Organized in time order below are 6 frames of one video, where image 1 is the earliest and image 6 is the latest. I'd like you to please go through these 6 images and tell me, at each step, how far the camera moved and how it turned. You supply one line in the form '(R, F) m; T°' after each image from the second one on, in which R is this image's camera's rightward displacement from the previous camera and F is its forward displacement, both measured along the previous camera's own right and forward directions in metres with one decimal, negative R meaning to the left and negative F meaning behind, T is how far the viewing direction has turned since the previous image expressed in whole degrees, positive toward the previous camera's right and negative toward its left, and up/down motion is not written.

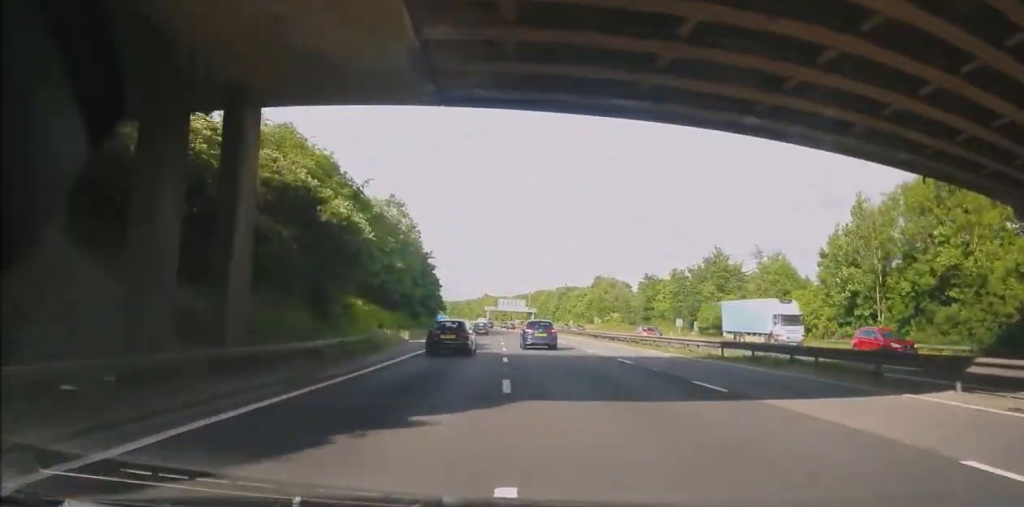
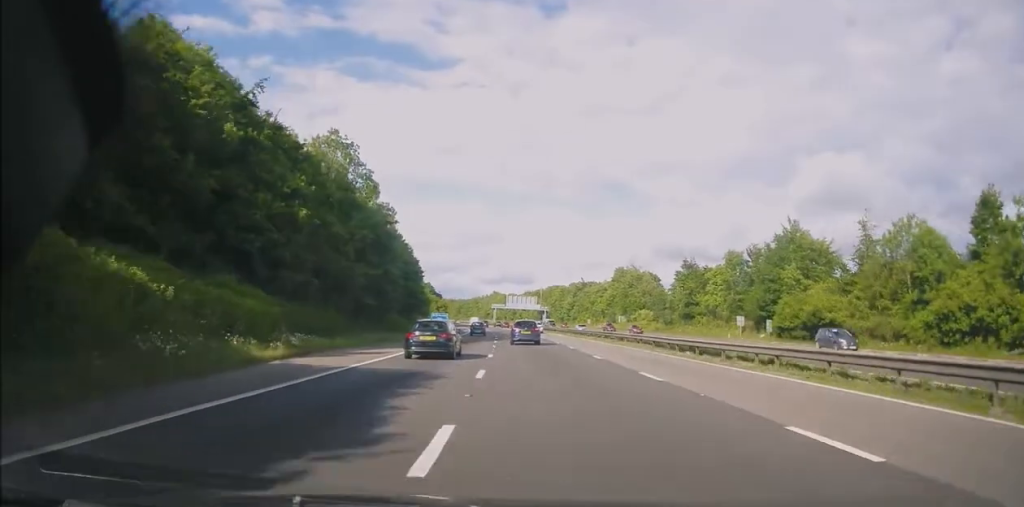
(-0.3, +23.7) m; -1°
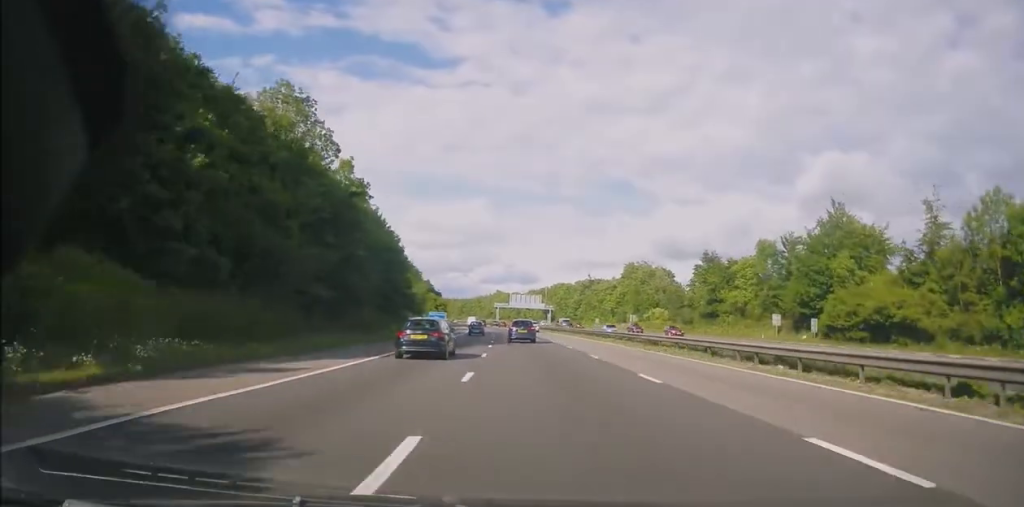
(+0.1, +9.9) m; 0°
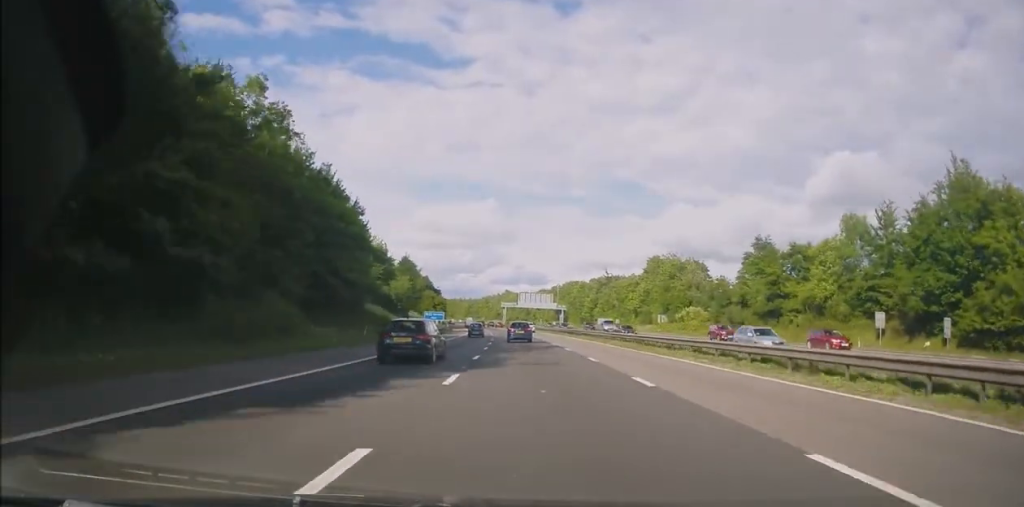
(-0.3, +18.8) m; -1°
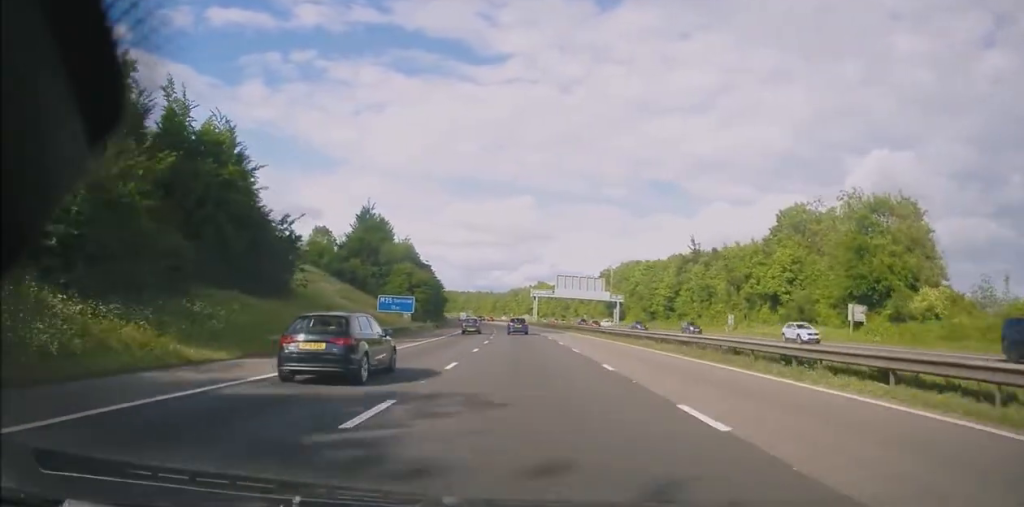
(-0.9, +59.9) m; -3°
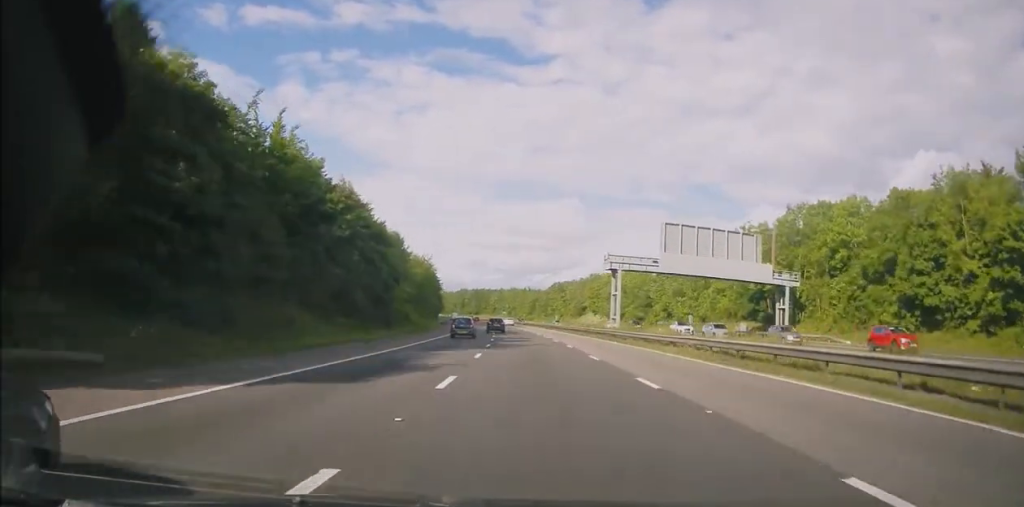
(-2.7, +75.9) m; -4°
